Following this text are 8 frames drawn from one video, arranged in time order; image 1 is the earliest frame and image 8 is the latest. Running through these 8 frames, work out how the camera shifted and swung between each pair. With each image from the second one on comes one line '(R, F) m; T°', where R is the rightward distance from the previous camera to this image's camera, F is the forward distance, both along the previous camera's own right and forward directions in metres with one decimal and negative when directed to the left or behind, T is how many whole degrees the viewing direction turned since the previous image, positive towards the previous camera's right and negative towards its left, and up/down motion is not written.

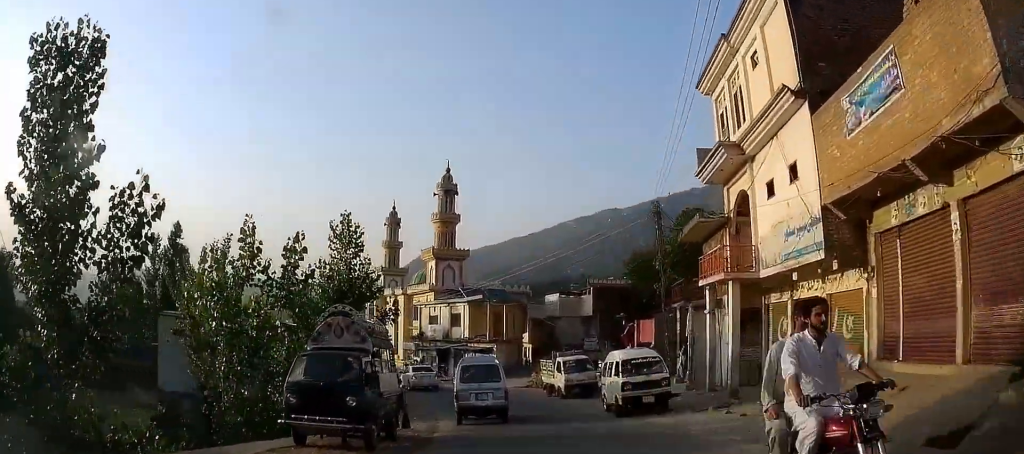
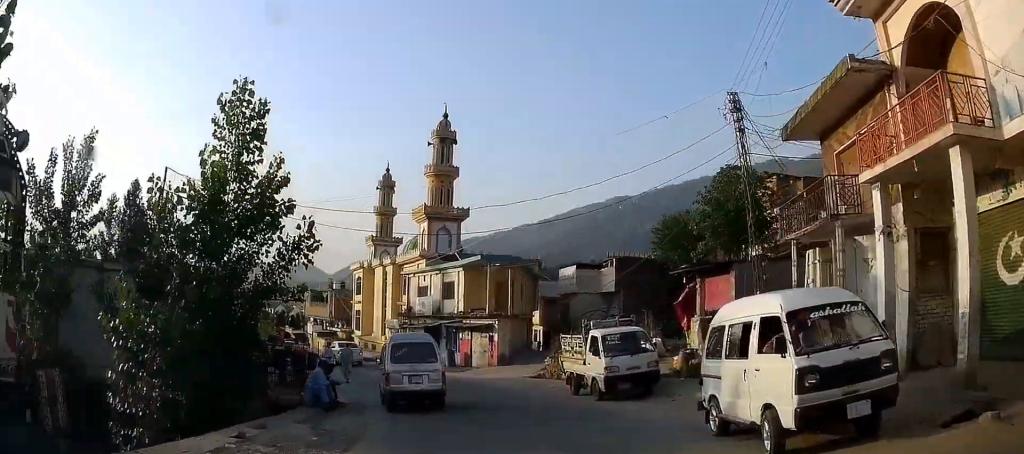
(+0.4, +9.8) m; +3°
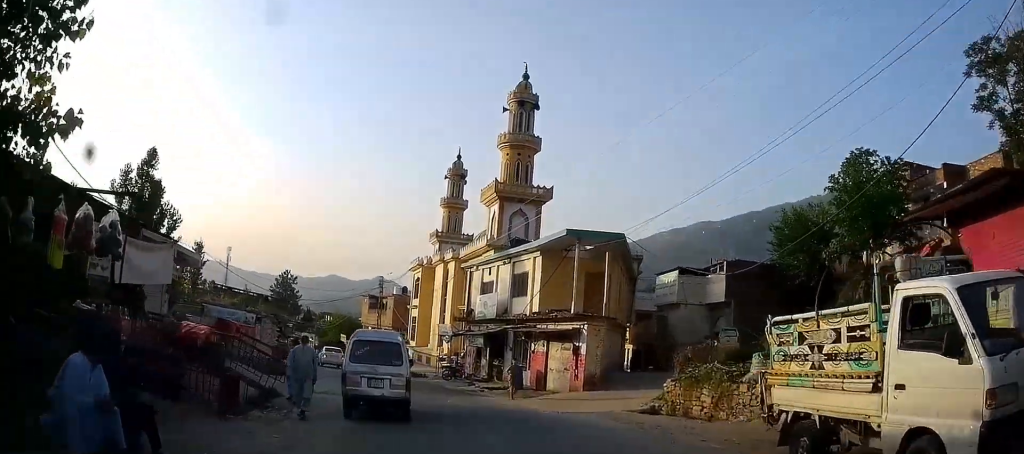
(-0.4, +11.1) m; -9°
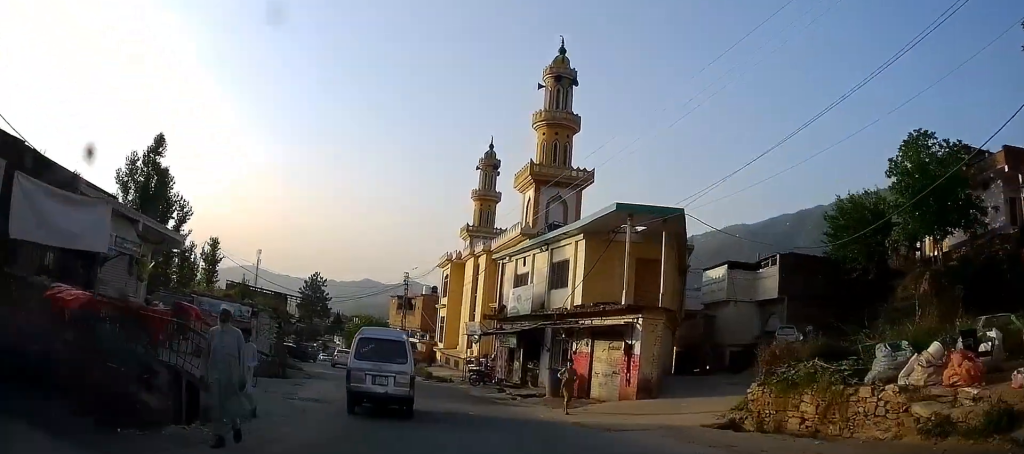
(-0.2, +4.1) m; -5°
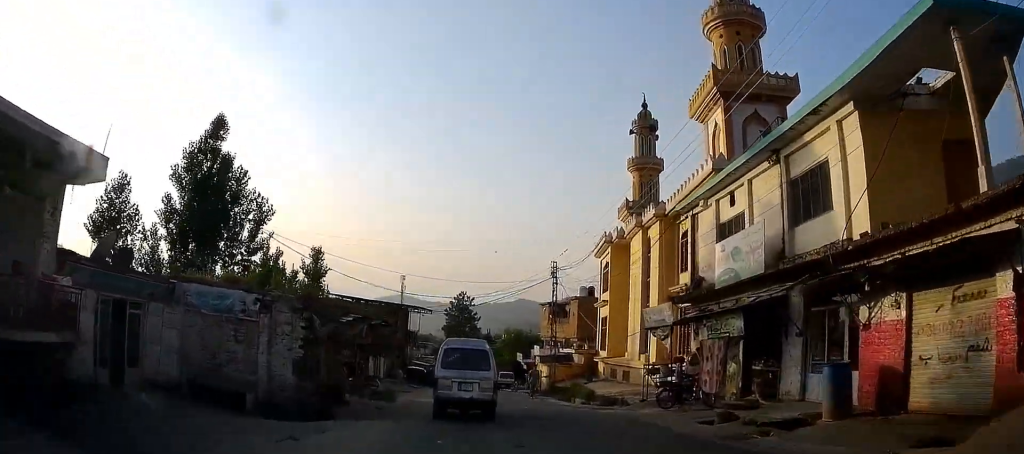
(-0.9, +11.0) m; -9°
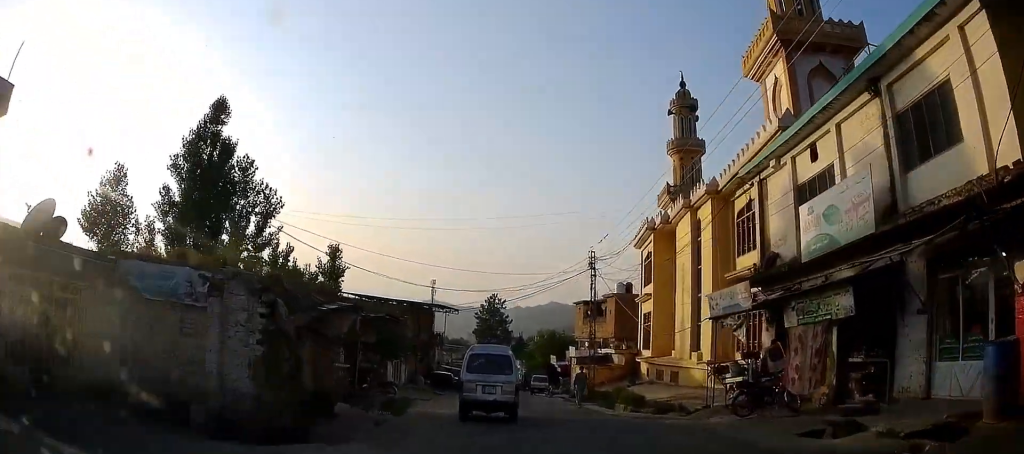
(-0.1, +3.8) m; -4°
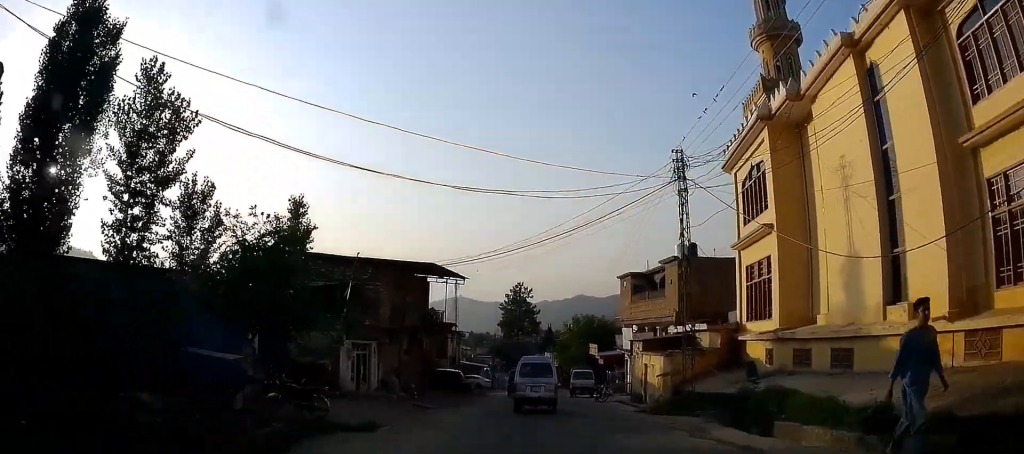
(-1.4, +13.8) m; -6°
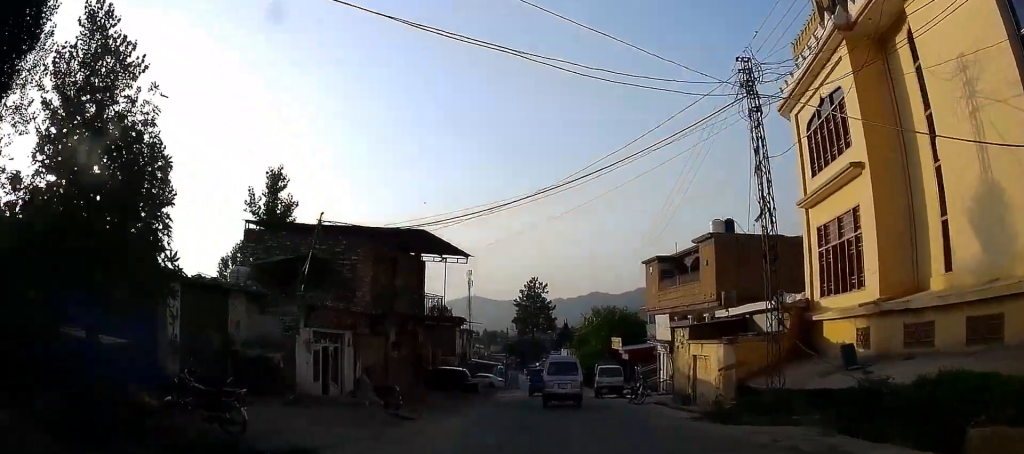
(+0.2, +5.5) m; +2°
